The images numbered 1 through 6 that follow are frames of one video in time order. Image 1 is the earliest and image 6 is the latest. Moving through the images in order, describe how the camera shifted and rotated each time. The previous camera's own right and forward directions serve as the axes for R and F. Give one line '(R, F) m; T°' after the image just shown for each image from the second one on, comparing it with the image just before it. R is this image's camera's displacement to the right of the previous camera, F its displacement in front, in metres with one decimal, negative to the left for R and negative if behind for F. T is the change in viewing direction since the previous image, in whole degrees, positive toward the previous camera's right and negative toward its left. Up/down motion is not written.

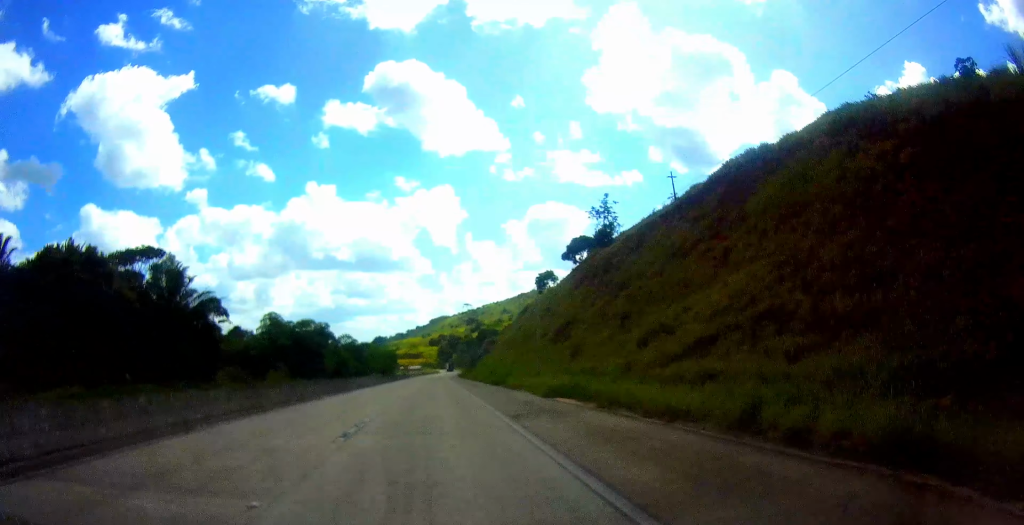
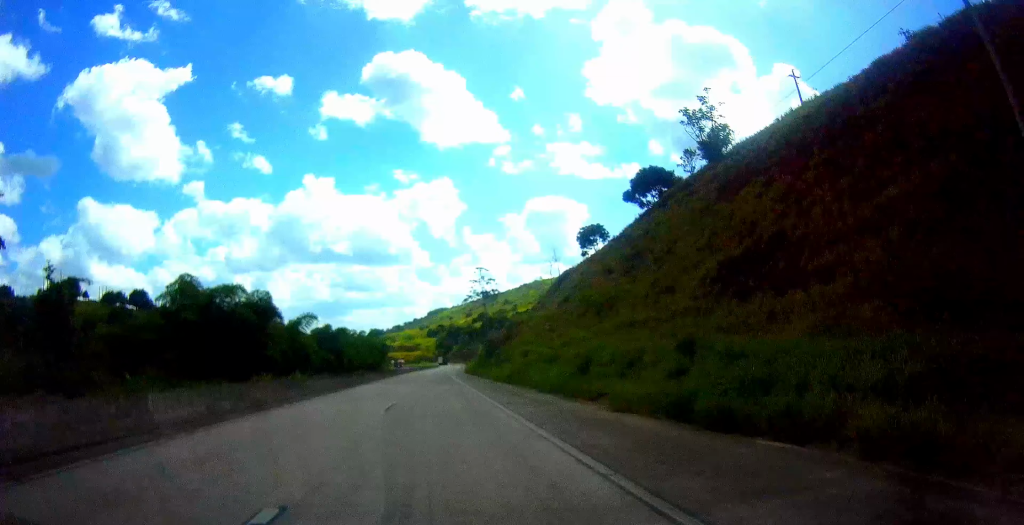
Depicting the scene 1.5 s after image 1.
(+0.9, +45.5) m; +1°
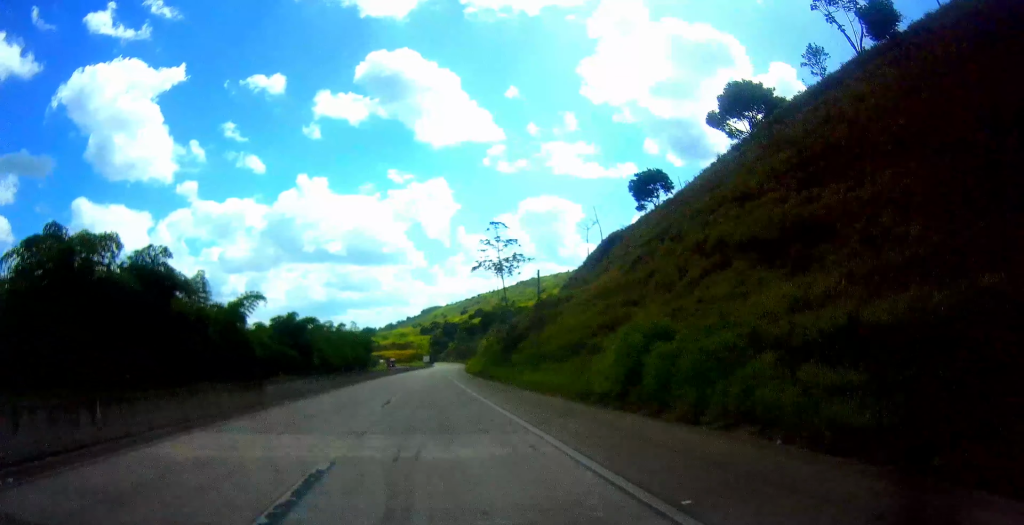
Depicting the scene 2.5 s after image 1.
(-0.1, +31.2) m; 0°
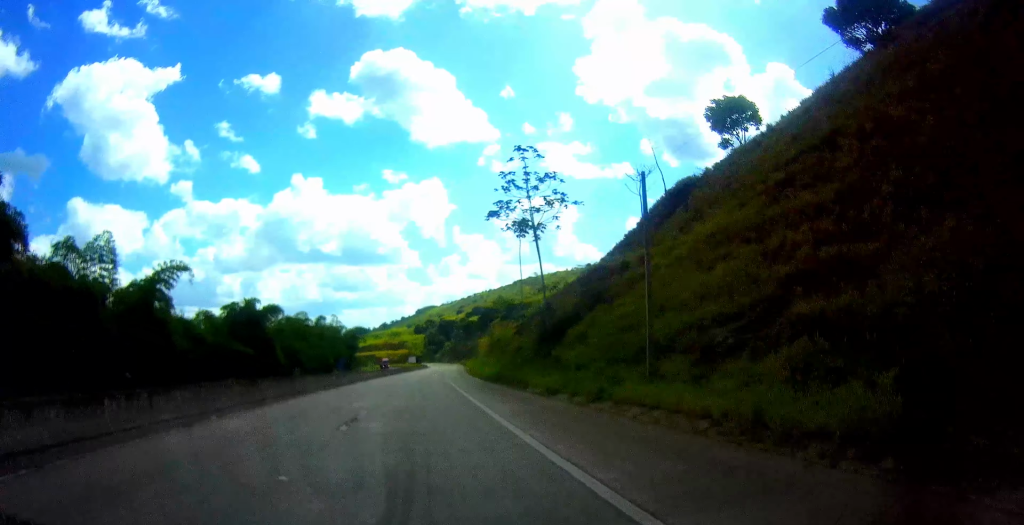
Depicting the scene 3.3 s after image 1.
(0.0, +23.6) m; +1°
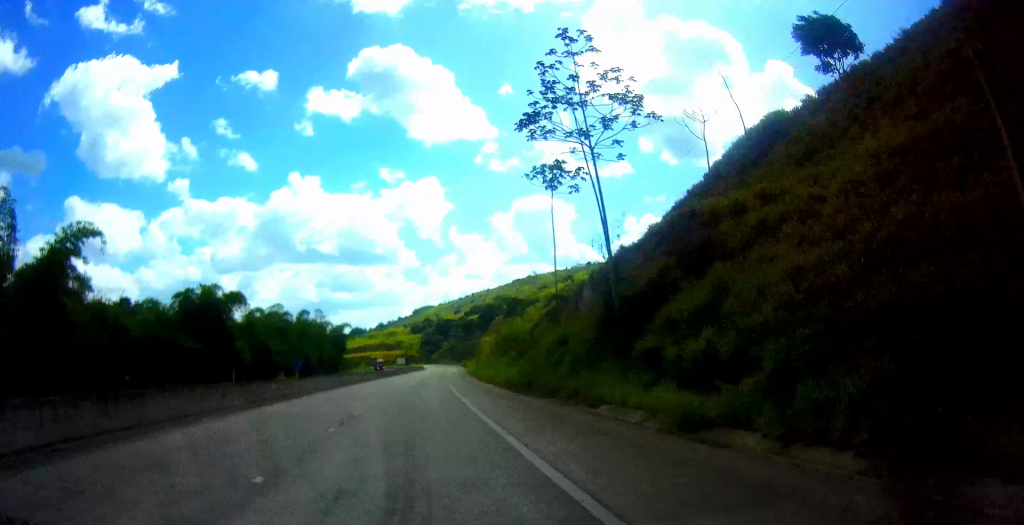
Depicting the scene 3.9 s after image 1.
(+0.1, +16.2) m; +1°
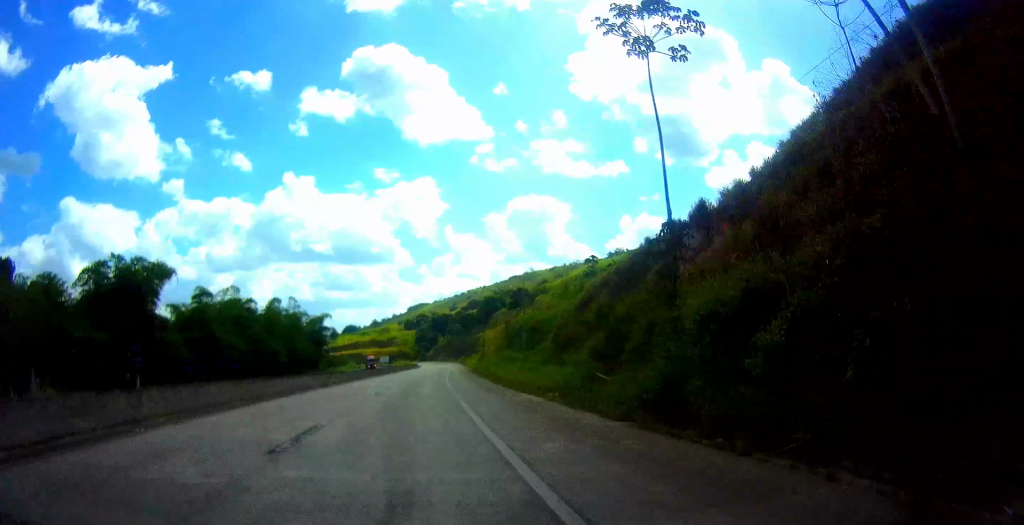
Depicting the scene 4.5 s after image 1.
(+0.2, +19.8) m; +1°
